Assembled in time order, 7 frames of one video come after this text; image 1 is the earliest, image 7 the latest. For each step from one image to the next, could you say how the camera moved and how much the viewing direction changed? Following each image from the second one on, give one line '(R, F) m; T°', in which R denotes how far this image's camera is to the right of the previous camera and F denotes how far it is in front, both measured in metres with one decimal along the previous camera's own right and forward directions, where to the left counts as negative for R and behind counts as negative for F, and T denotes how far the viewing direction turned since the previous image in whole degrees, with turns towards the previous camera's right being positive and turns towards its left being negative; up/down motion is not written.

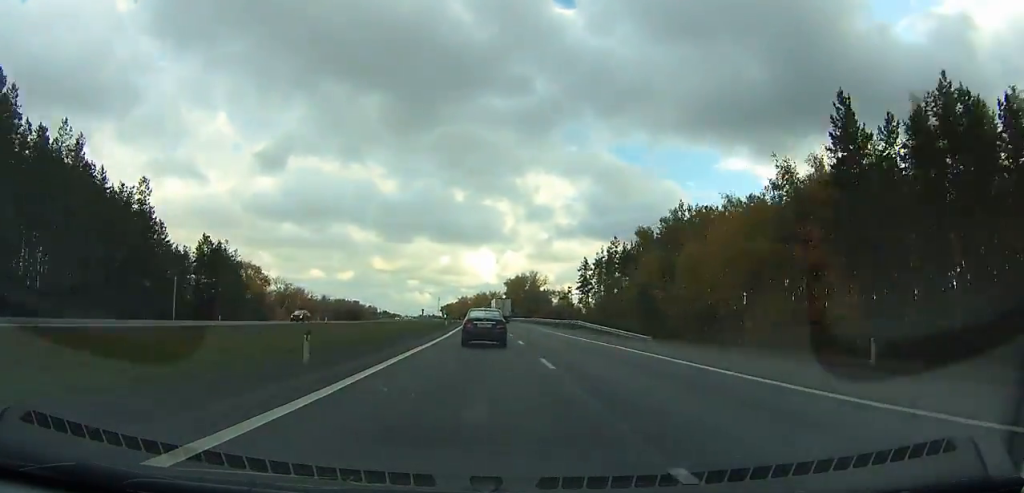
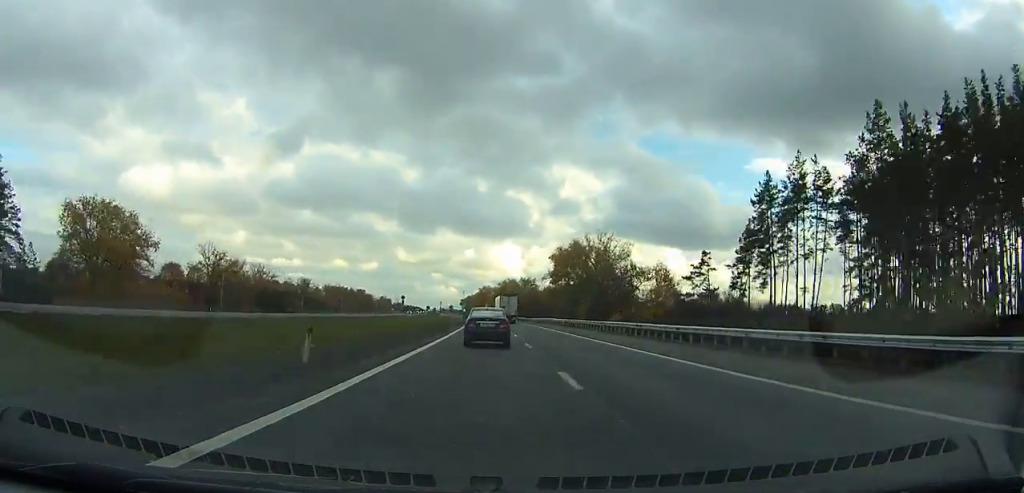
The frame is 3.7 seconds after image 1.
(-1.1, +97.1) m; -2°
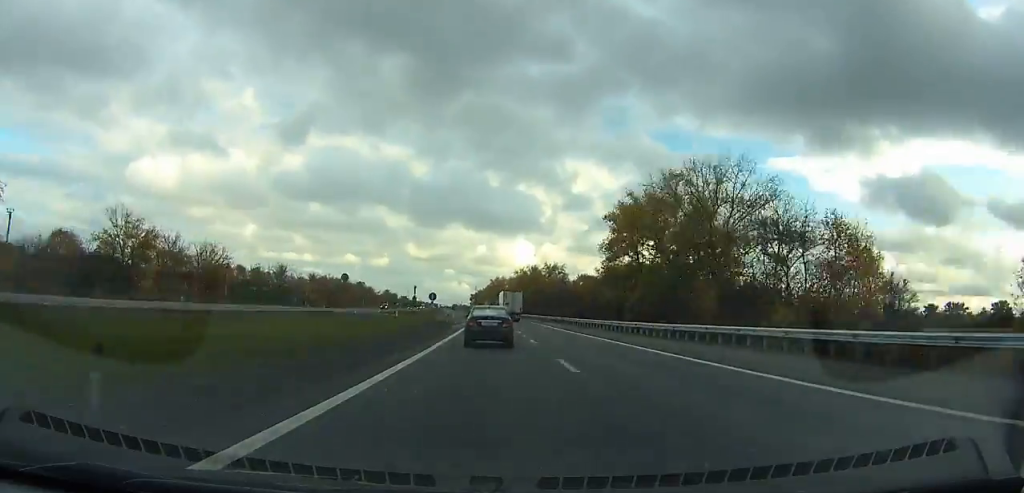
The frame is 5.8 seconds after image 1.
(-0.7, +55.9) m; -1°
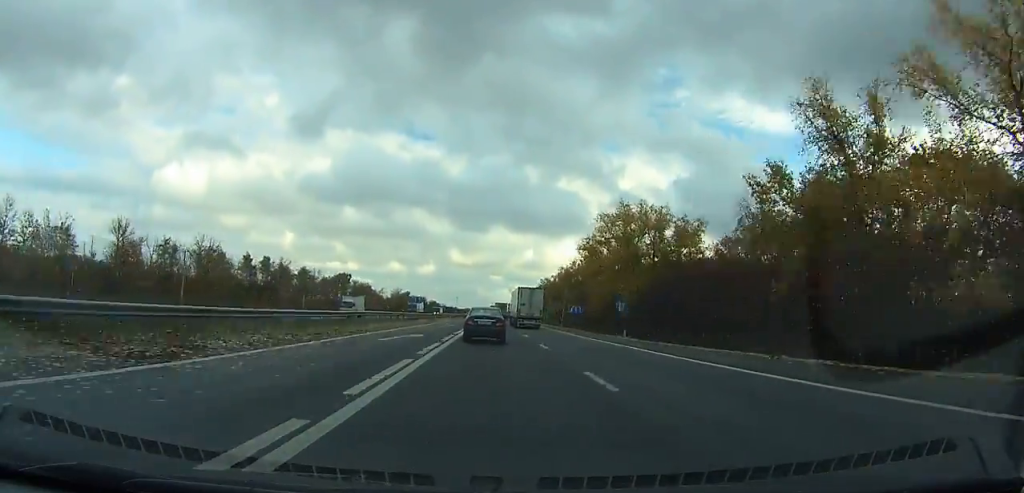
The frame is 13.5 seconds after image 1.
(-8.7, +207.2) m; -5°
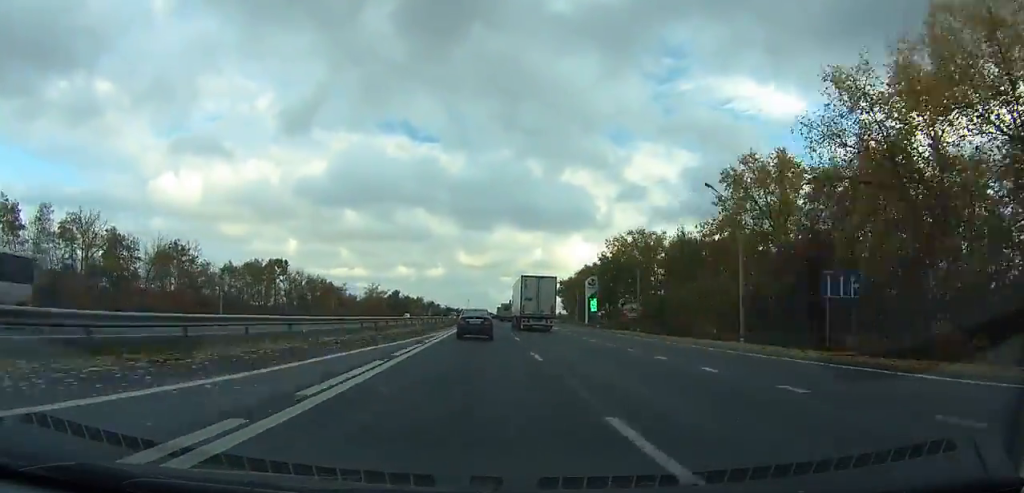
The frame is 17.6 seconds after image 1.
(-2.0, +113.2) m; -1°
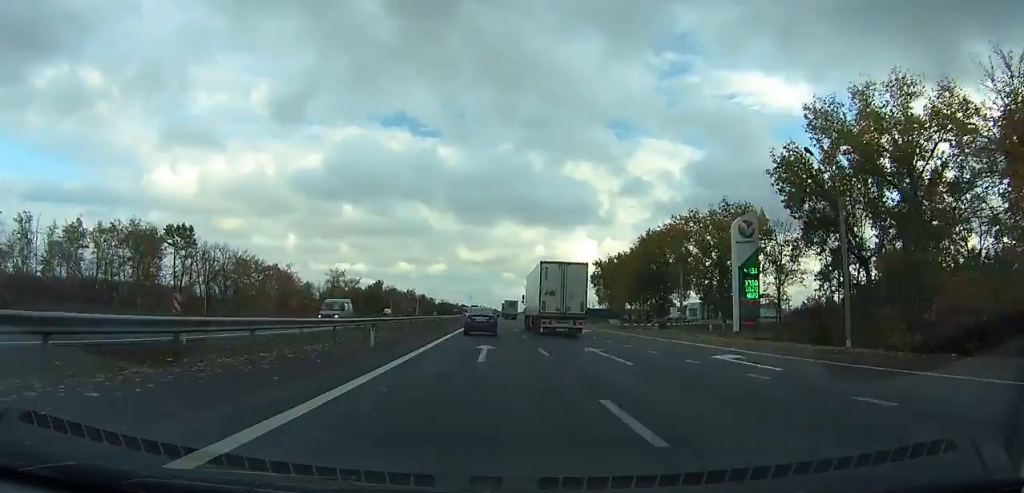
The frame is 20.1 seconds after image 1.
(-0.3, +70.2) m; 0°
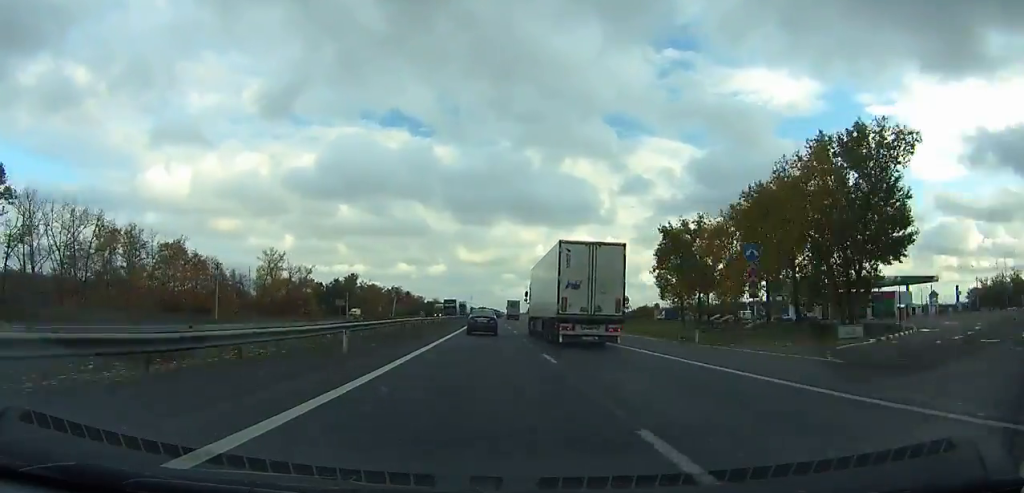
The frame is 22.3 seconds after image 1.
(-0.2, +62.5) m; 0°
